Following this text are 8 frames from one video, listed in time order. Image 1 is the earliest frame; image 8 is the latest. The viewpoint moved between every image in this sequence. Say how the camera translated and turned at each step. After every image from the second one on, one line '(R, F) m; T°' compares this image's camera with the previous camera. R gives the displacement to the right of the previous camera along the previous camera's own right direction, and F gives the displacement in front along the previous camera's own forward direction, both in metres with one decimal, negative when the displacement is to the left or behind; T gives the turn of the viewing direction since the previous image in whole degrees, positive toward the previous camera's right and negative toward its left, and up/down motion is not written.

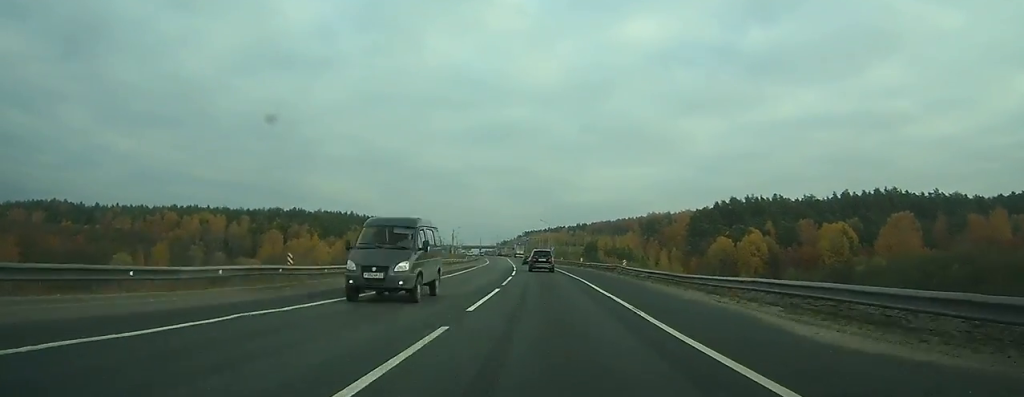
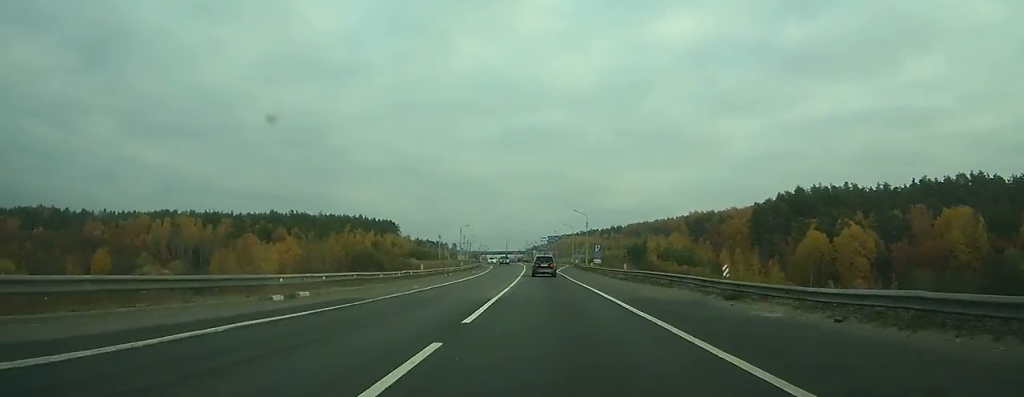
(-1.1, +55.7) m; -2°
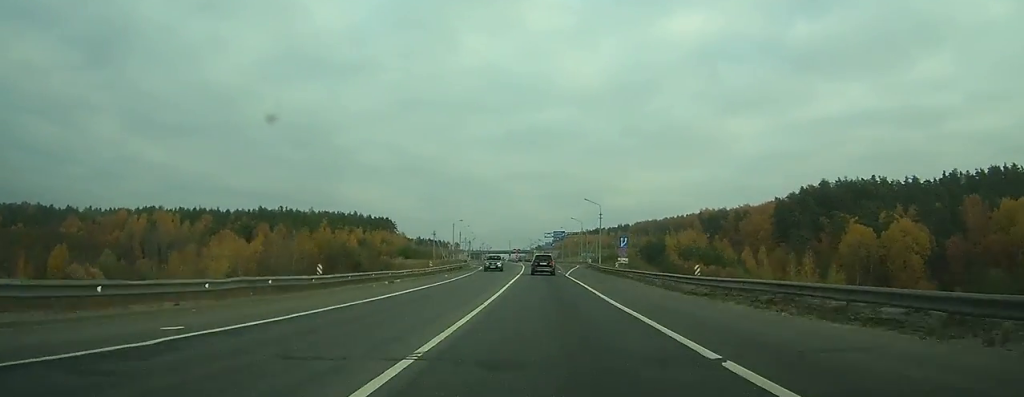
(-0.2, +21.8) m; -1°
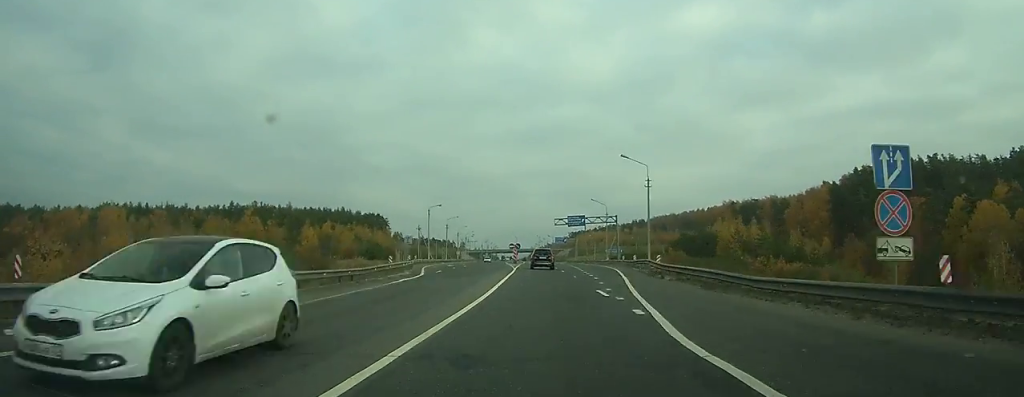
(-0.5, +39.2) m; -1°
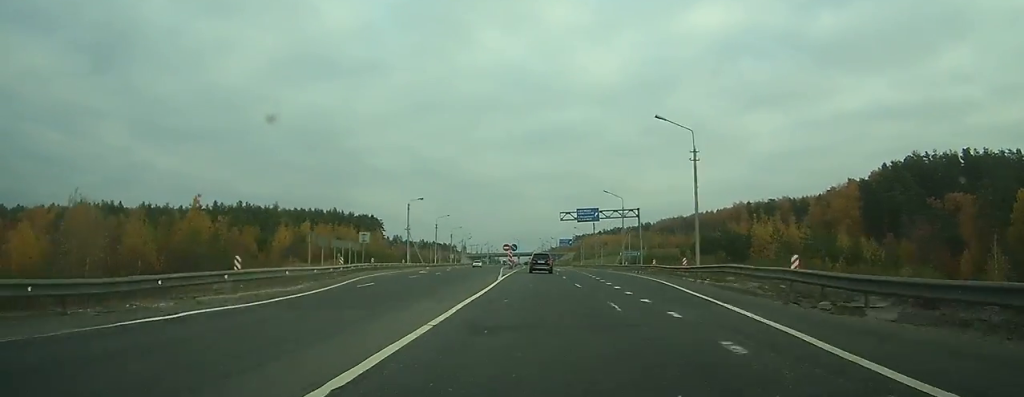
(-0.1, +16.8) m; 0°
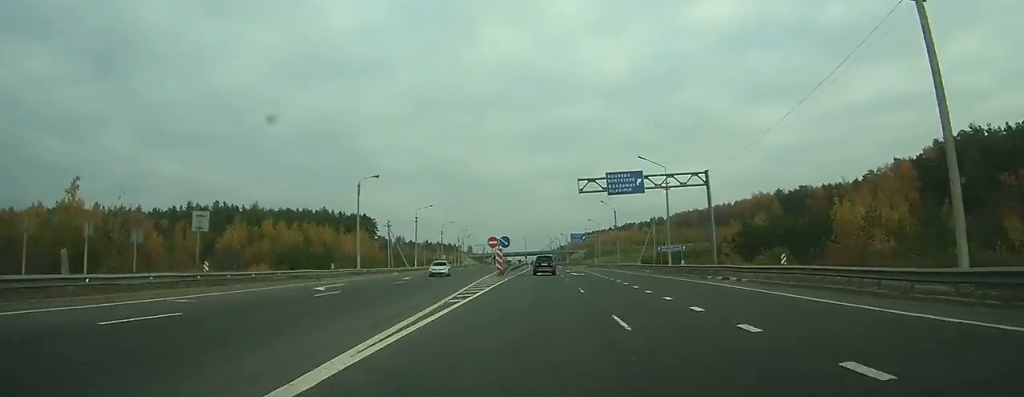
(-0.1, +25.3) m; -1°
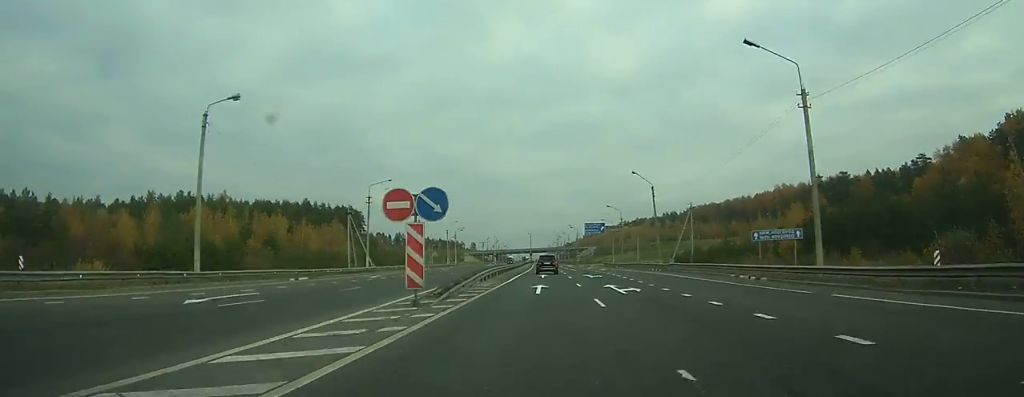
(-0.1, +30.1) m; 0°
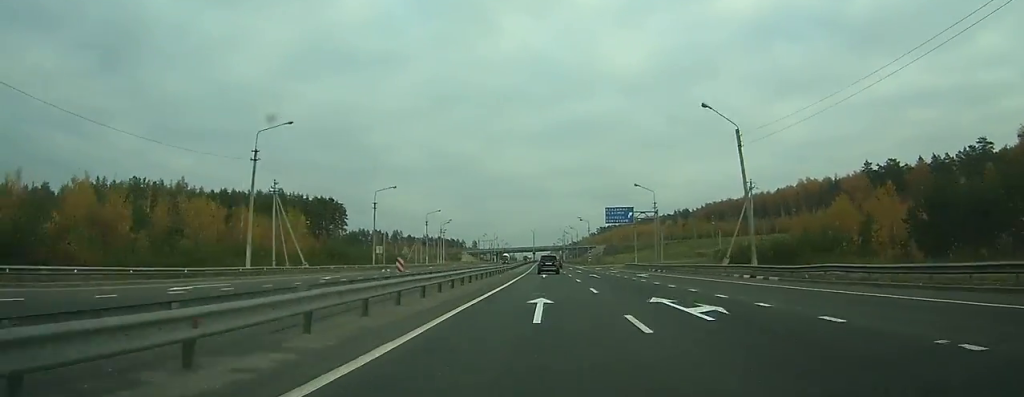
(-0.1, +28.1) m; 0°
